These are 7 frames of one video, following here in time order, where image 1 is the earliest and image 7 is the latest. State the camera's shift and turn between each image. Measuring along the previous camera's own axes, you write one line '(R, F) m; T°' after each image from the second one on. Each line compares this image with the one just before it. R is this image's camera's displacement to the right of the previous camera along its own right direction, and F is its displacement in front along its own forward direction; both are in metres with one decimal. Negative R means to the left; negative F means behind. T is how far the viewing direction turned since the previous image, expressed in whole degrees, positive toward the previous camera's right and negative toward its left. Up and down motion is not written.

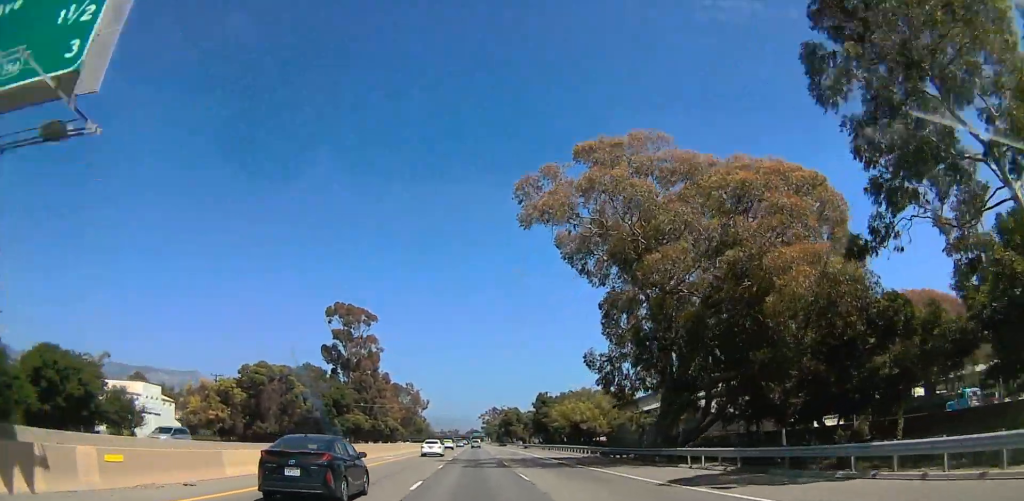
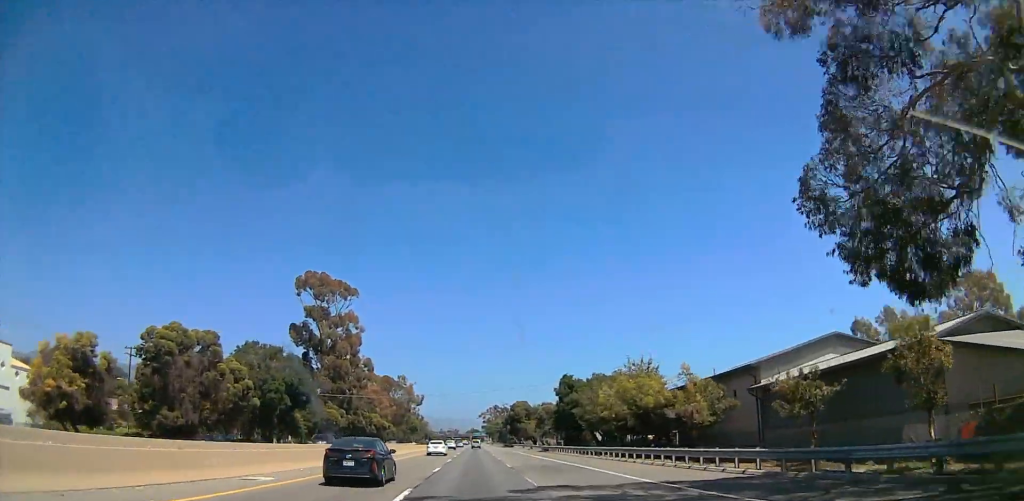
(0.0, +34.9) m; 0°
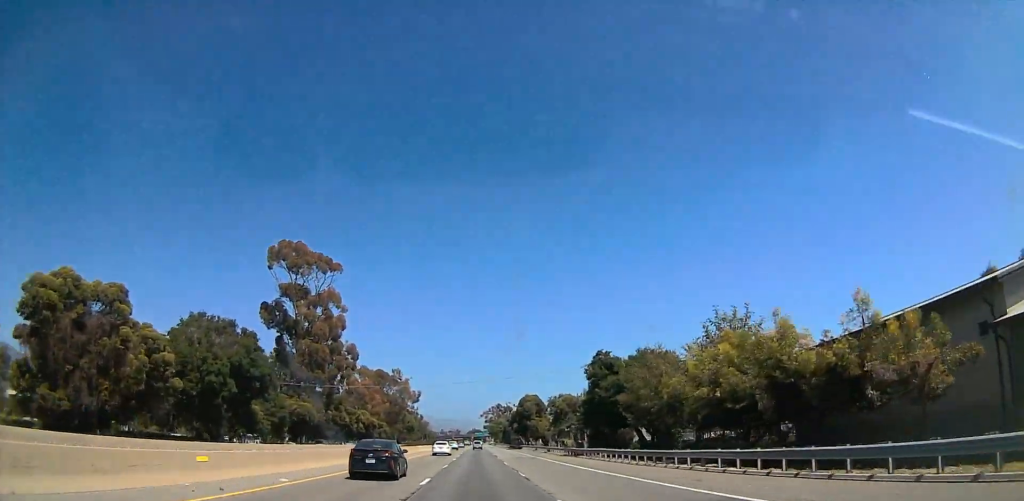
(0.0, +25.4) m; 0°
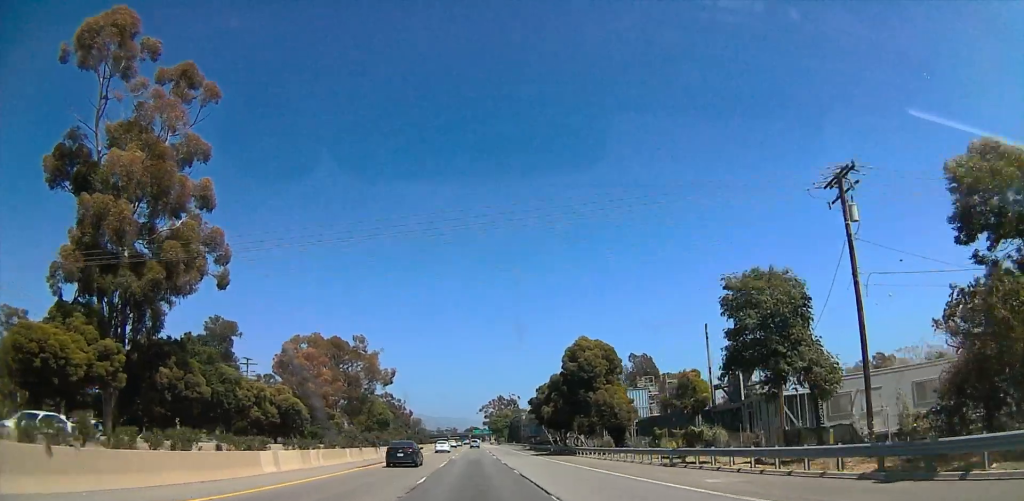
(+0.2, +75.5) m; 0°
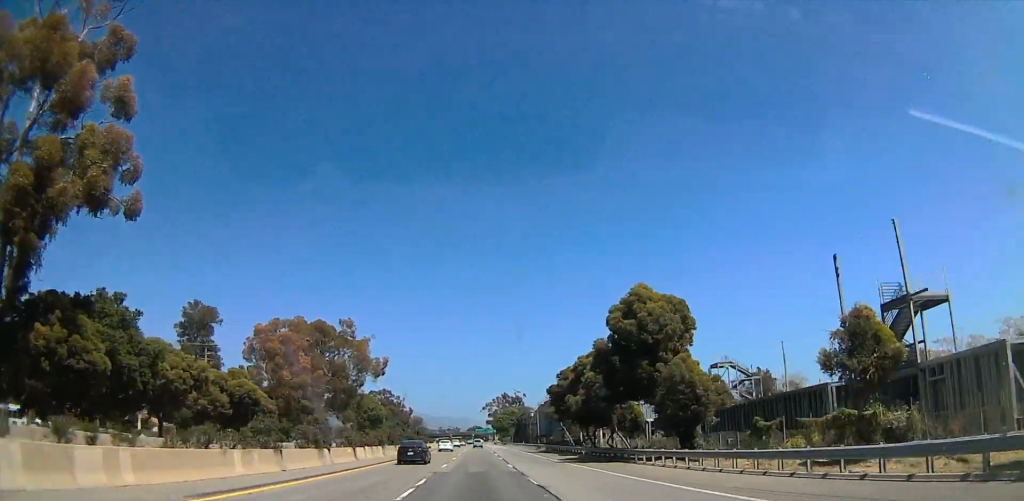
(0.0, +16.6) m; 0°
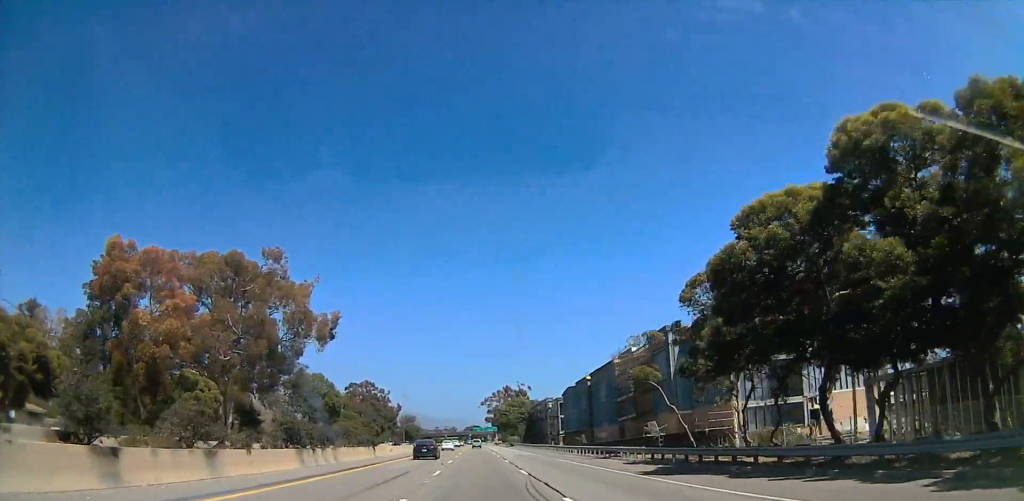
(-0.1, +40.2) m; 0°
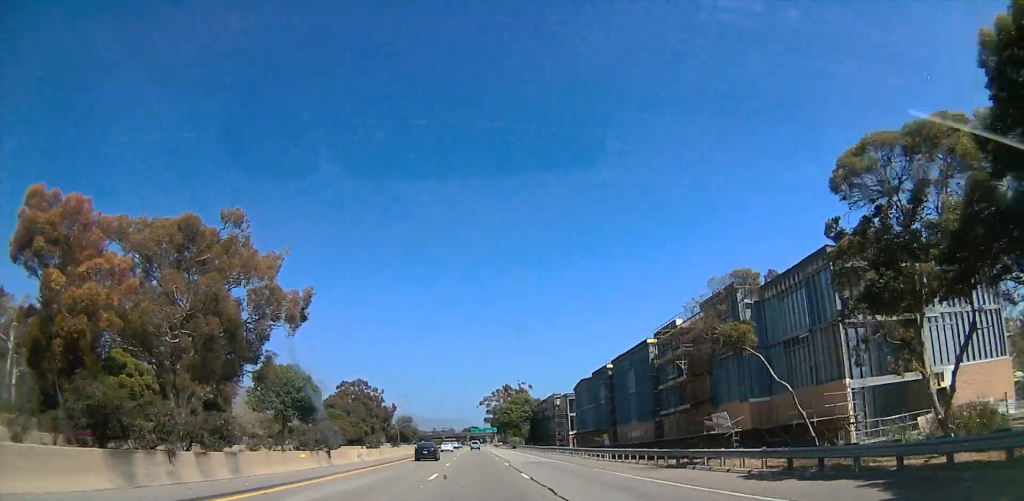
(0.0, +12.9) m; 0°
